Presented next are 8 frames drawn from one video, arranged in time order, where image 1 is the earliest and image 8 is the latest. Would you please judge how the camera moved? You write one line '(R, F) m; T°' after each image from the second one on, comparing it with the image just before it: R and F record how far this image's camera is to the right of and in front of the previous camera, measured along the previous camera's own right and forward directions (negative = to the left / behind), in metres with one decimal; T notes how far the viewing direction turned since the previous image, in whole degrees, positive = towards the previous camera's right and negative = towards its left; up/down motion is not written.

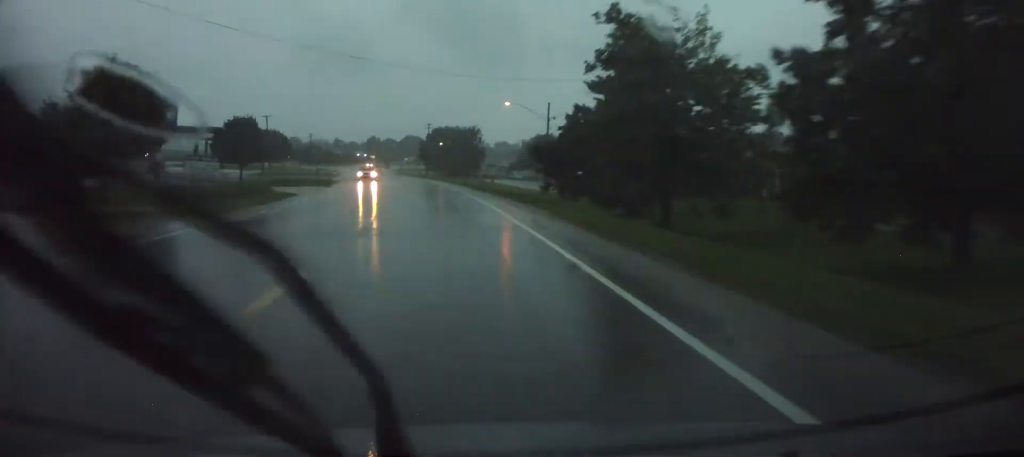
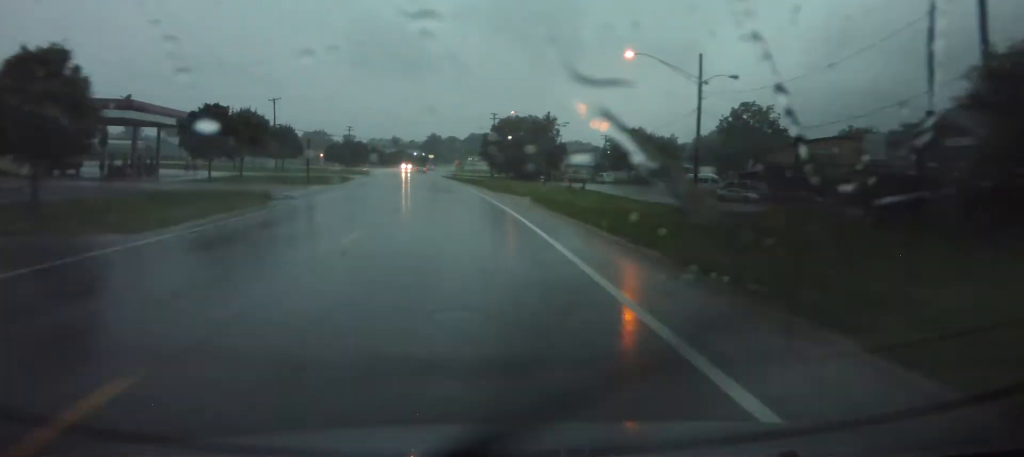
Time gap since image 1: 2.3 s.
(-1.7, +42.8) m; -4°
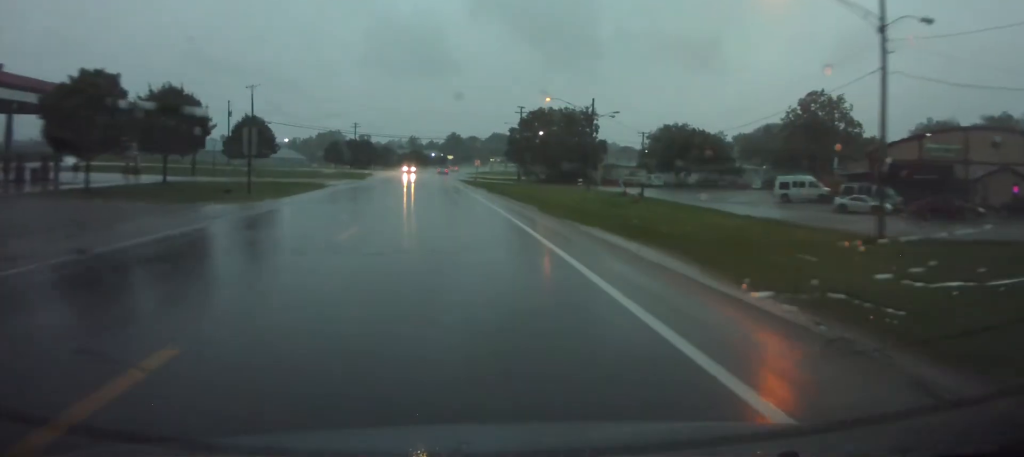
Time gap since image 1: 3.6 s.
(-0.3, +23.5) m; -1°
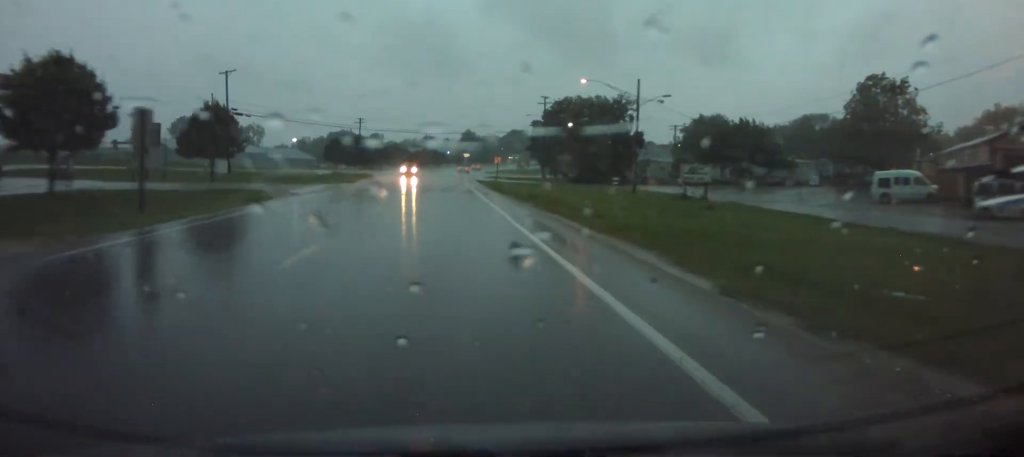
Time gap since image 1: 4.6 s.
(-0.2, +16.7) m; -1°
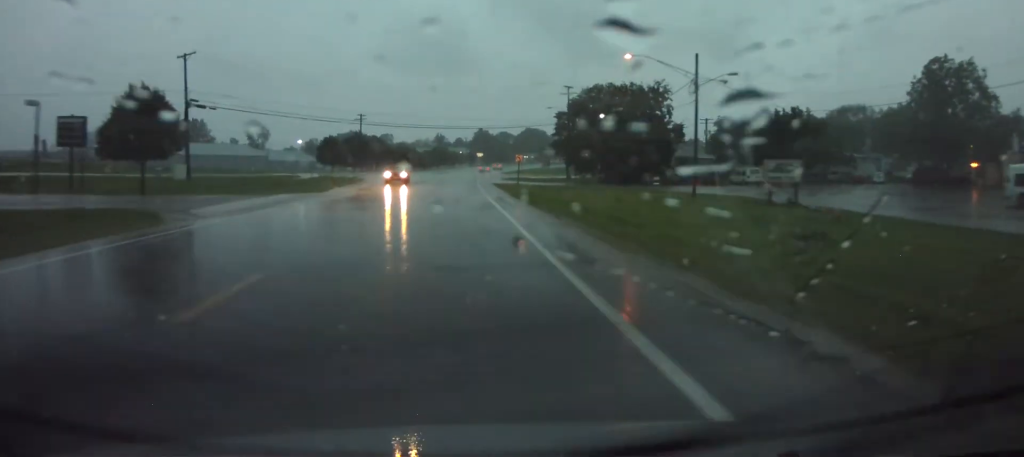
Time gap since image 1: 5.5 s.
(-0.2, +15.9) m; -1°
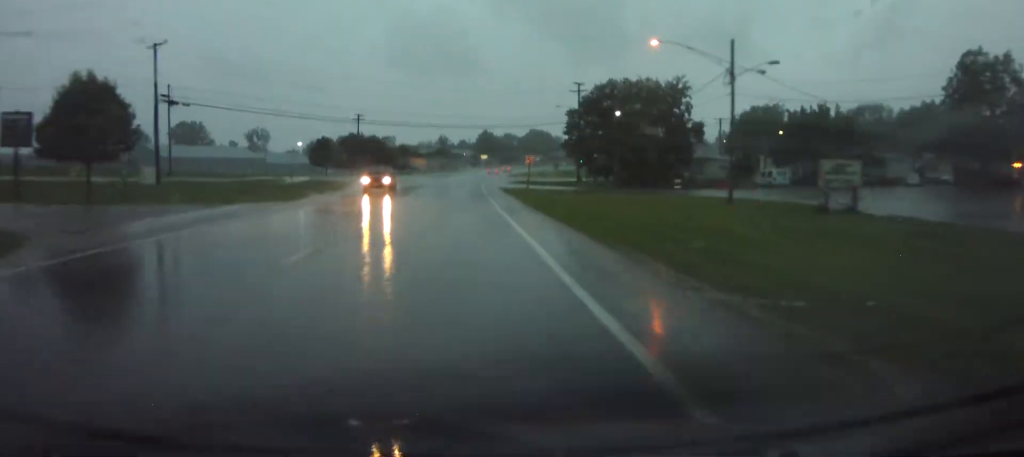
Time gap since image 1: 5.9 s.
(0.0, +7.6) m; 0°
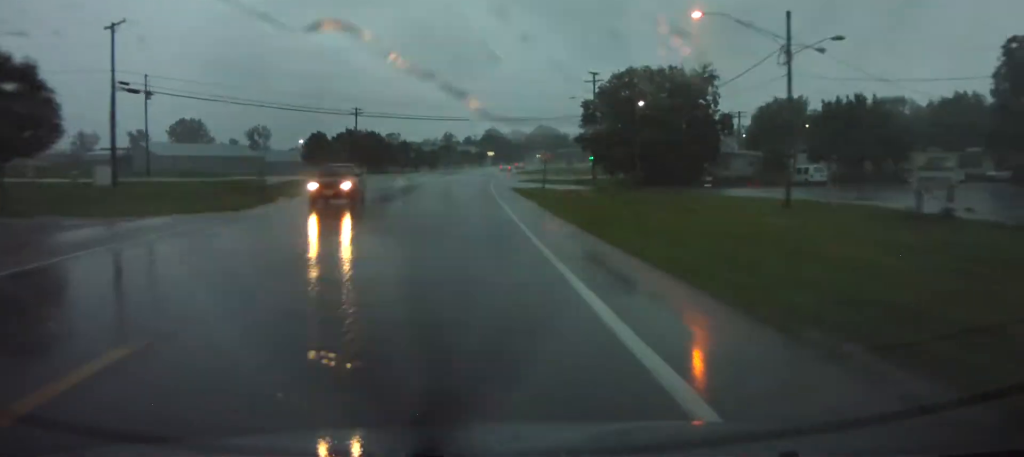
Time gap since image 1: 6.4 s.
(0.0, +8.7) m; 0°
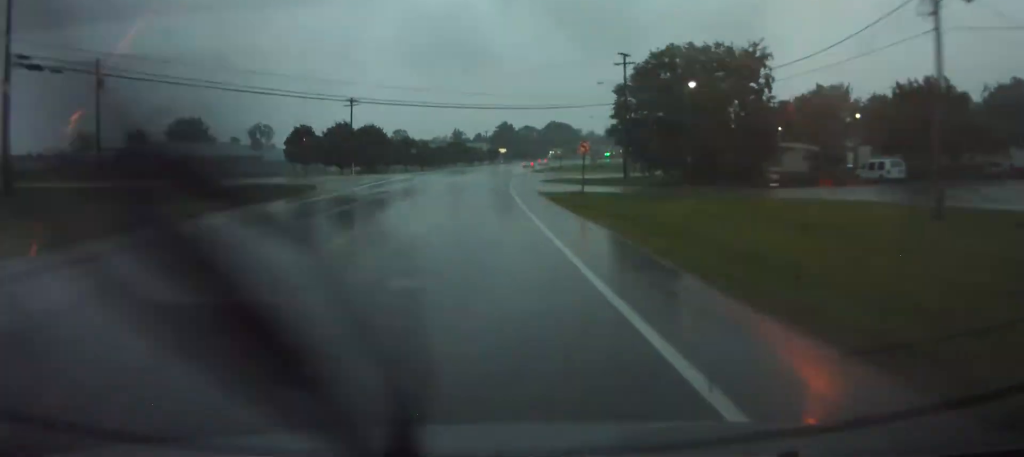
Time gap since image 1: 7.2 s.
(-0.1, +14.5) m; 0°
